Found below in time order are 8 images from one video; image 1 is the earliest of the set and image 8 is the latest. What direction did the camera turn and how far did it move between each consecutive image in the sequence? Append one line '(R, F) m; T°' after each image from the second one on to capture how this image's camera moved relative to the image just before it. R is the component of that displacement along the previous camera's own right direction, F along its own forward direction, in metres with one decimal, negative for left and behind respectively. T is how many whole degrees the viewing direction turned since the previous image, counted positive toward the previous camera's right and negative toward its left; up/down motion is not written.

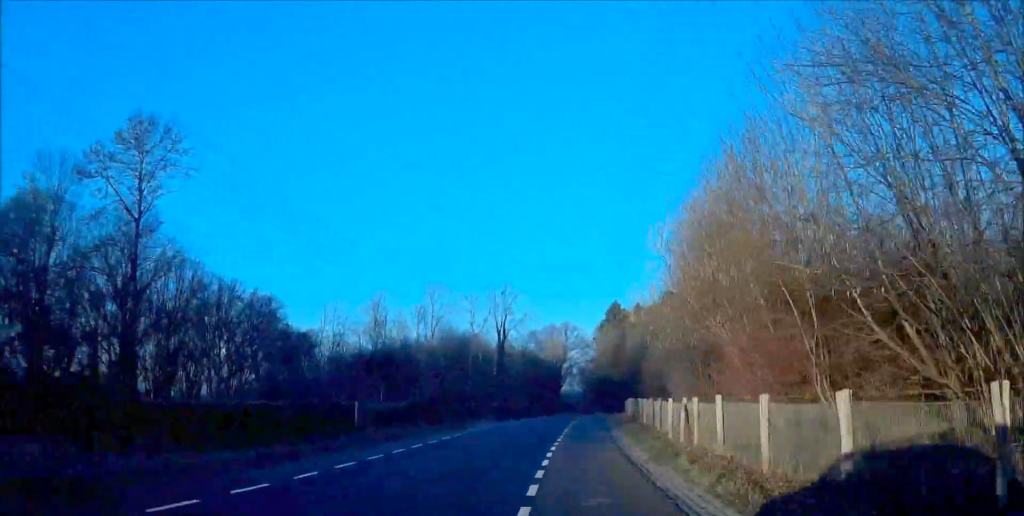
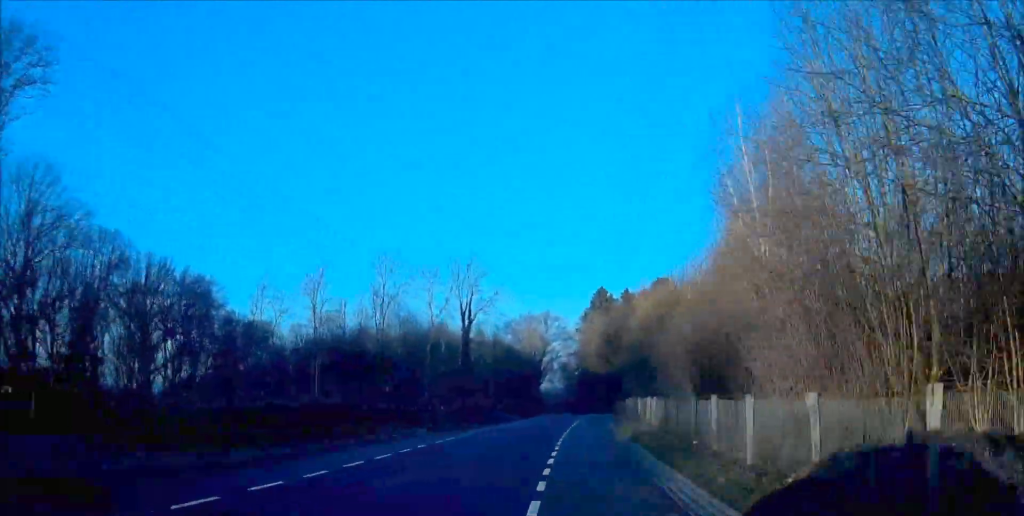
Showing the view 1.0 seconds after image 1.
(+0.4, +18.4) m; +2°
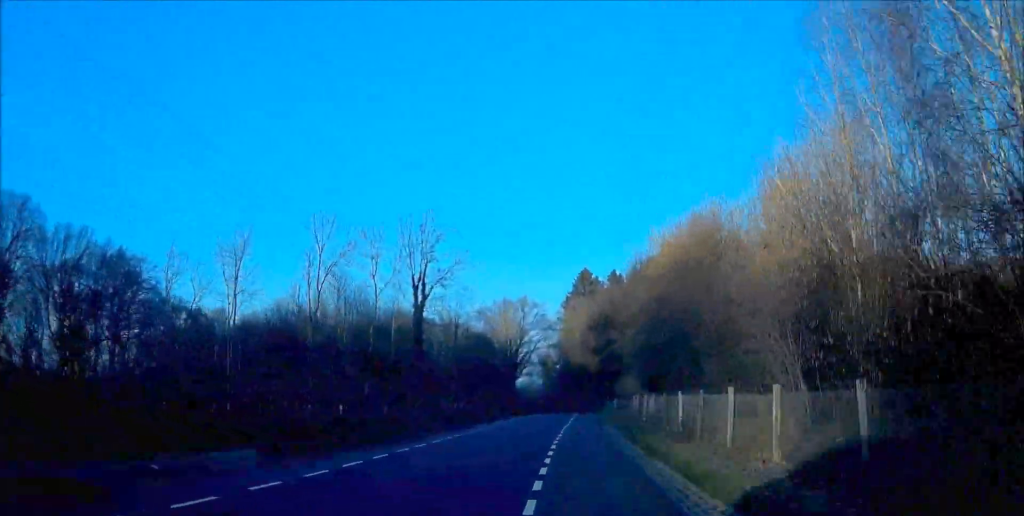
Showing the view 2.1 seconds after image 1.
(+0.3, +19.6) m; +1°
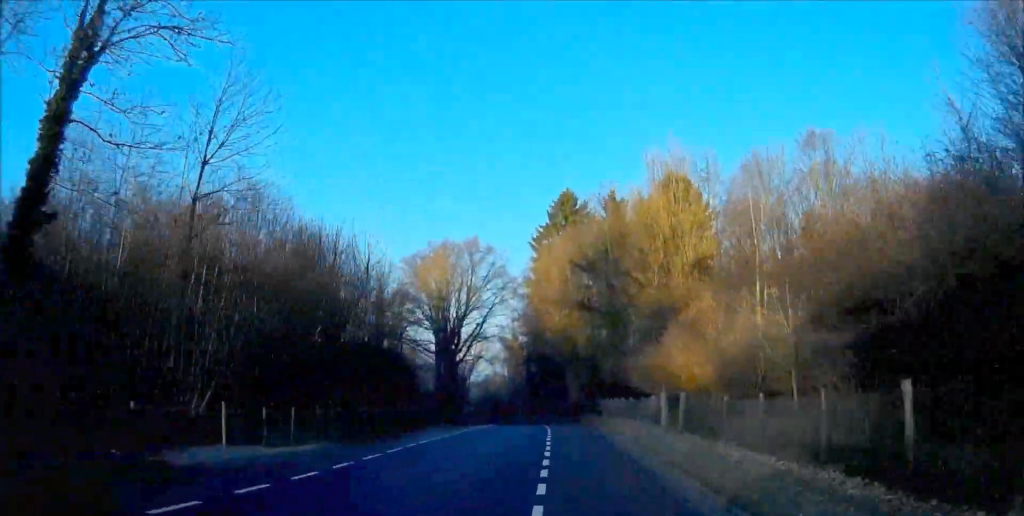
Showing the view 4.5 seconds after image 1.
(+0.5, +45.5) m; 0°
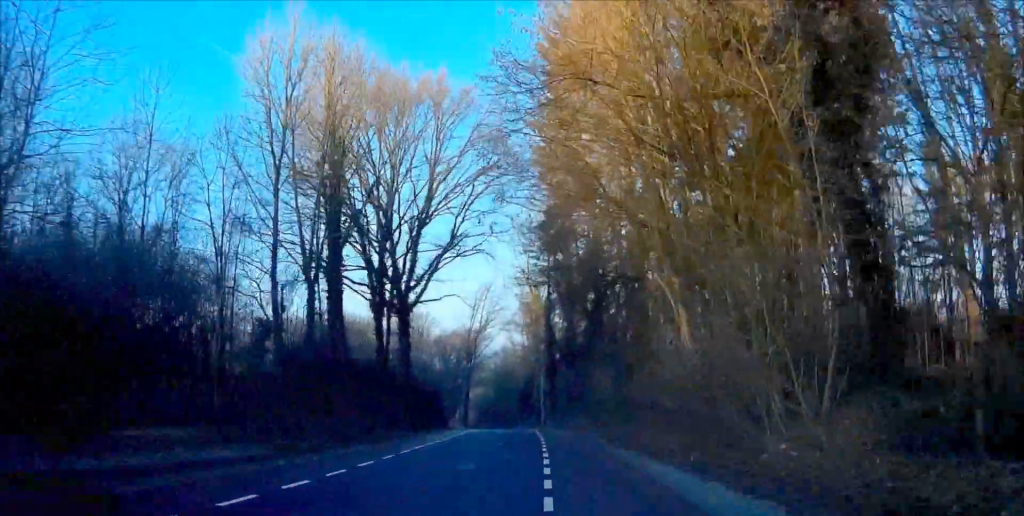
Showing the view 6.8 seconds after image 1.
(-0.6, +41.8) m; -2°
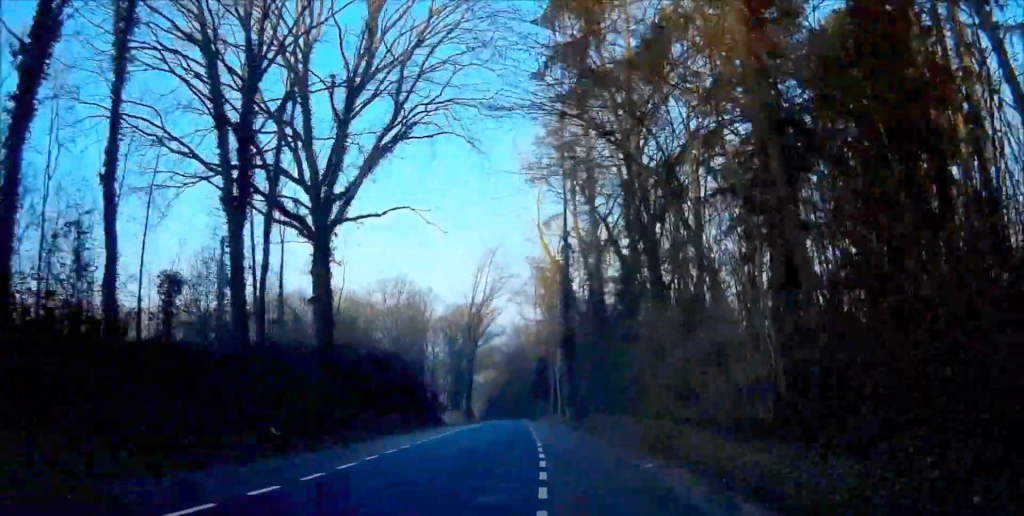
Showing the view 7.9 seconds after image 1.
(0.0, +19.8) m; -1°
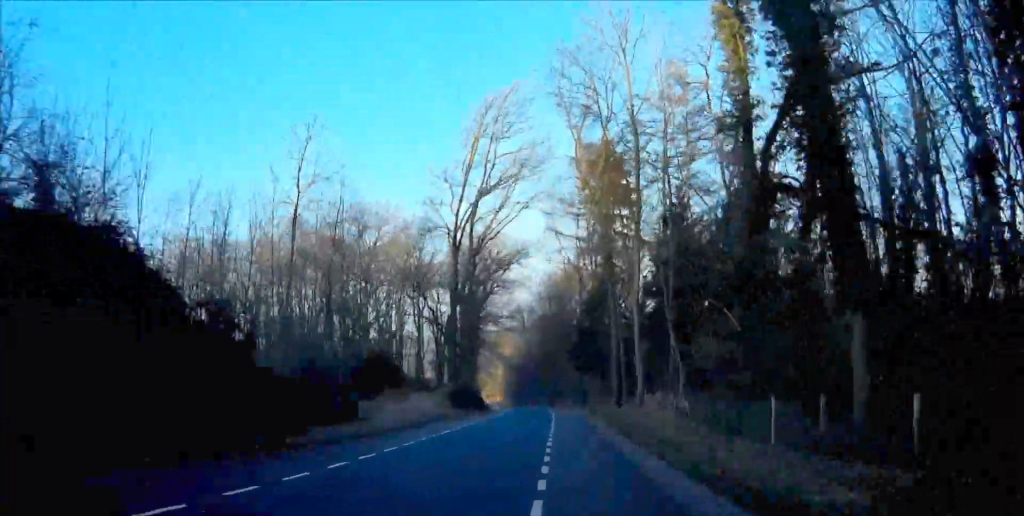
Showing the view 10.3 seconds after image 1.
(-1.1, +46.0) m; -2°
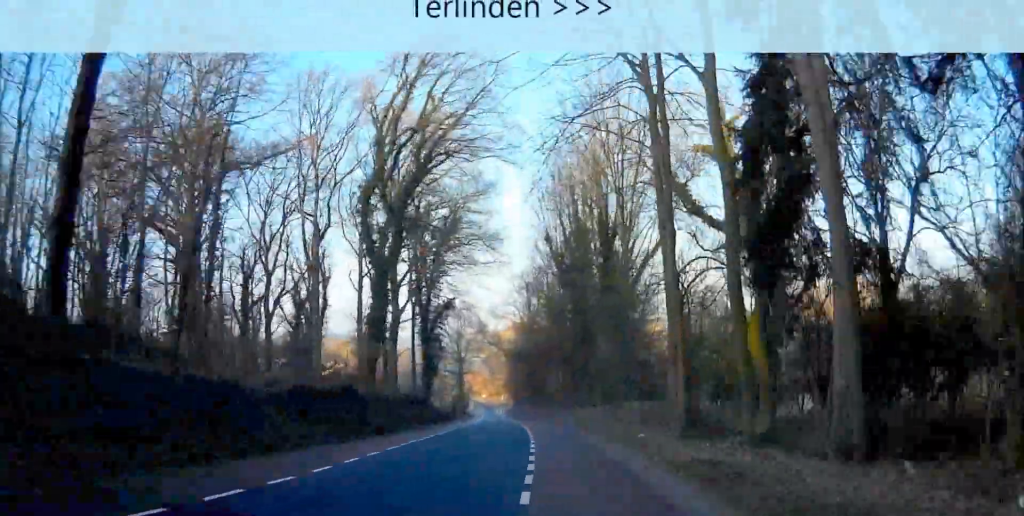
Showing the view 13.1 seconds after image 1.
(-1.9, +52.3) m; -4°
